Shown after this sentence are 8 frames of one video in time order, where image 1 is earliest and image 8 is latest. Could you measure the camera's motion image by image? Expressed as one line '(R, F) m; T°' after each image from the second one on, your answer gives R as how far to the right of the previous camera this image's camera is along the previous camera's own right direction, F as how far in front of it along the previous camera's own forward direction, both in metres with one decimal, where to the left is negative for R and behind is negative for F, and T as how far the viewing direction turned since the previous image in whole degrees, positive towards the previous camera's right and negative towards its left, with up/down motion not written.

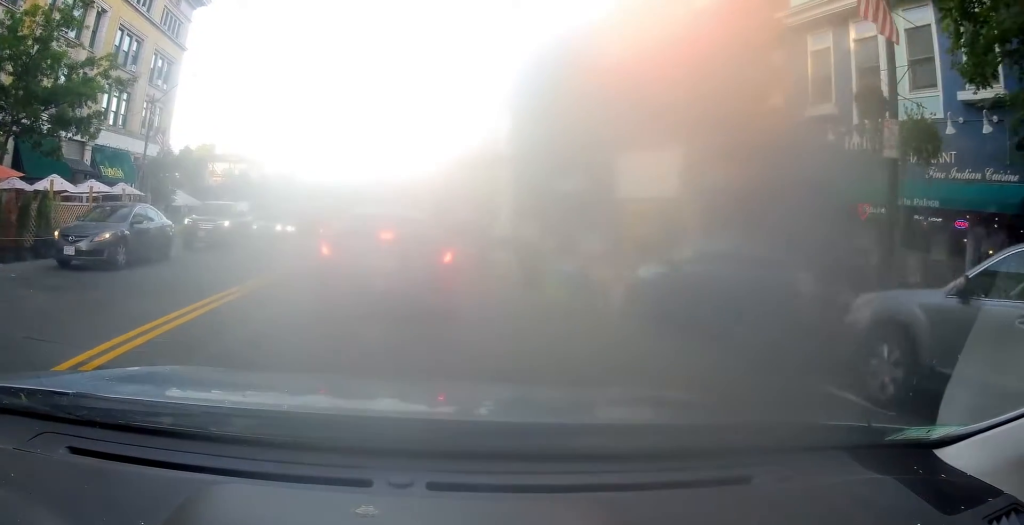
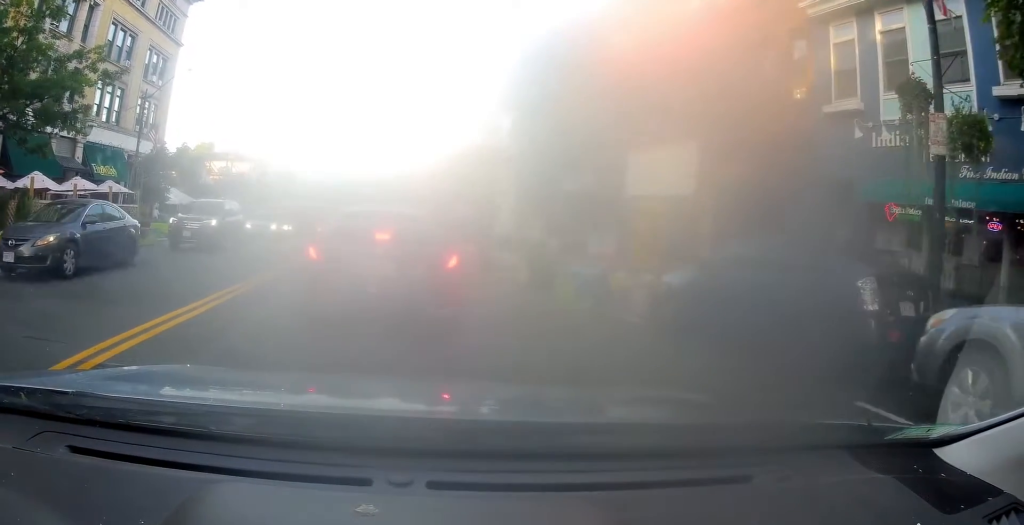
(-0.2, +0.5) m; 0°
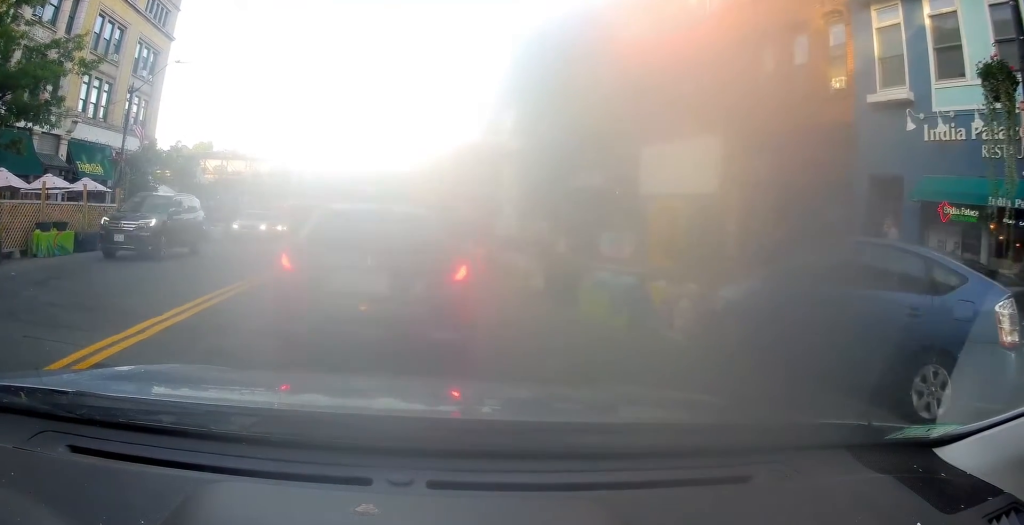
(-0.1, +0.6) m; 0°
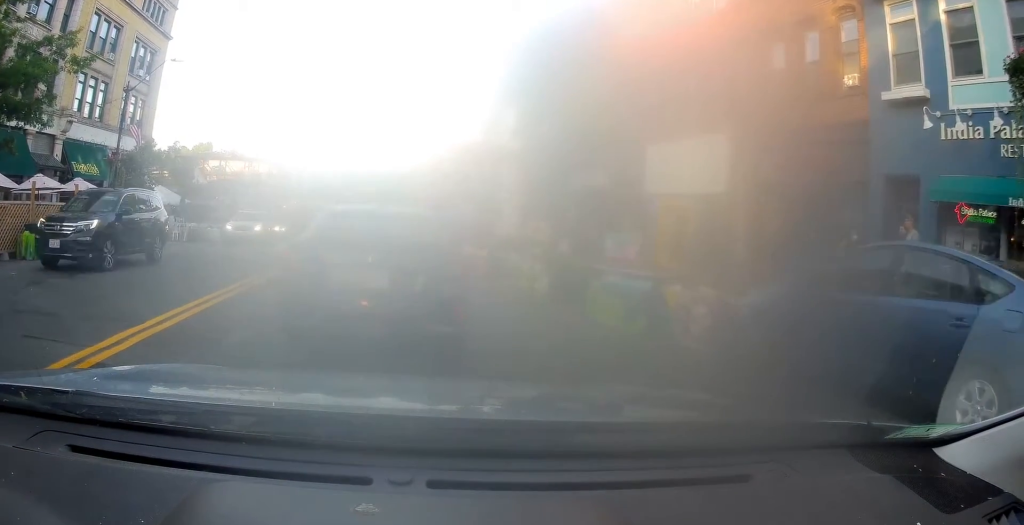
(+0.2, +0.3) m; 0°
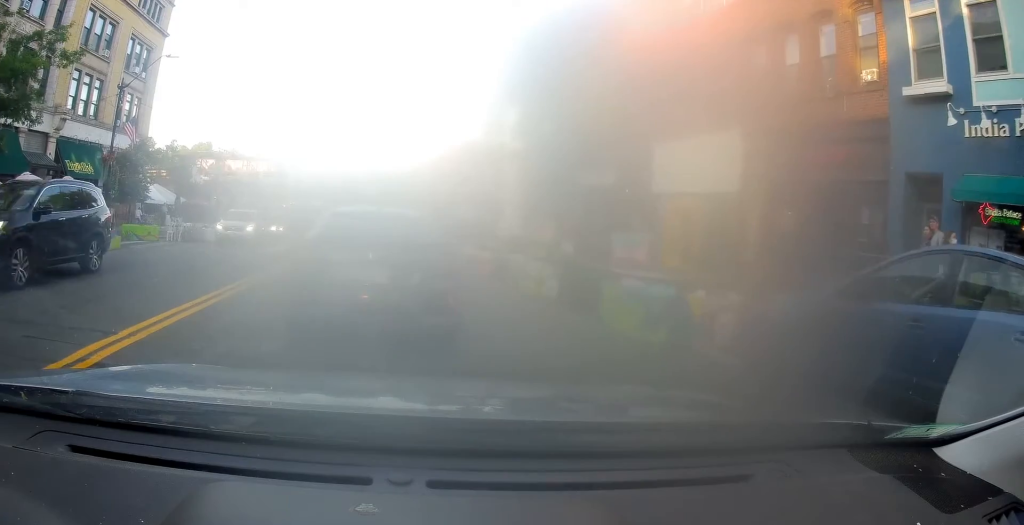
(+0.2, +0.4) m; 0°
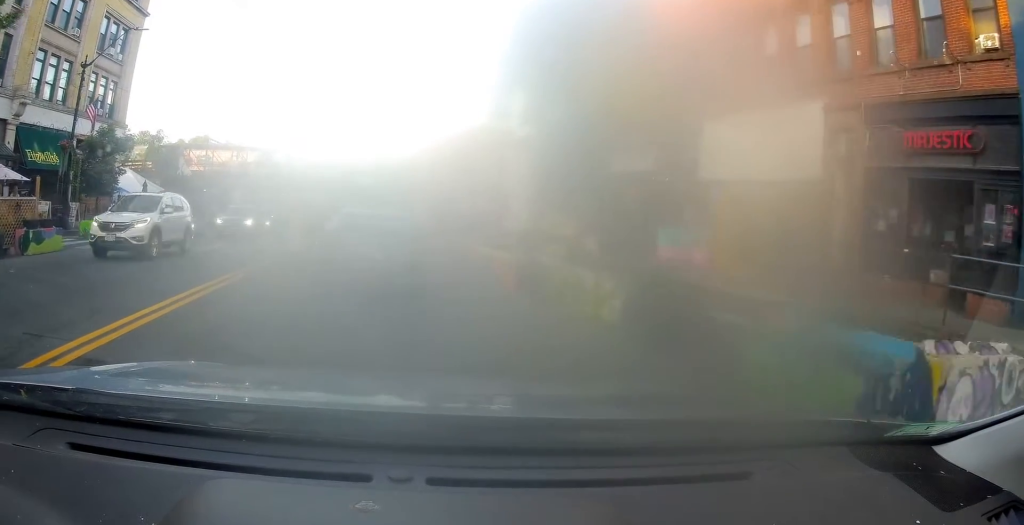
(+0.6, +4.0) m; +5°
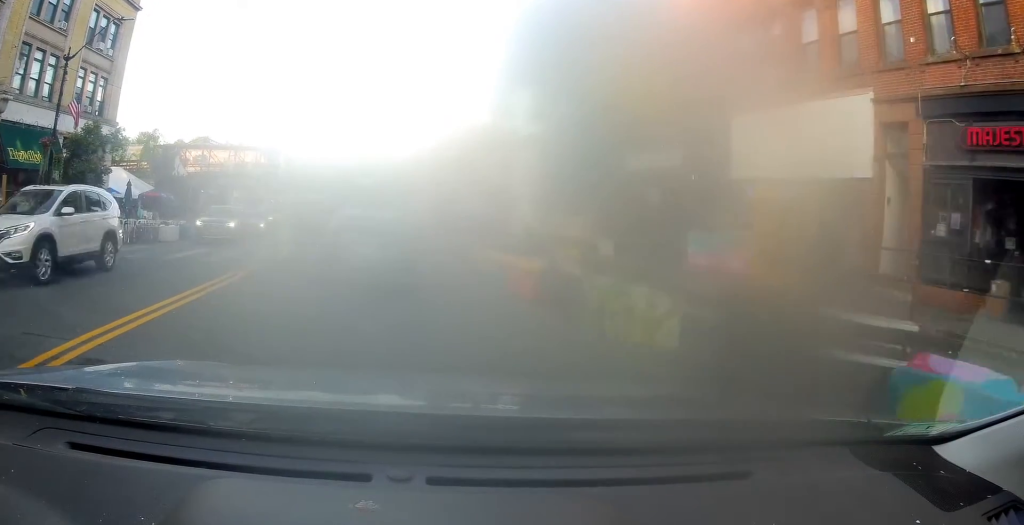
(+0.1, +2.1) m; -4°
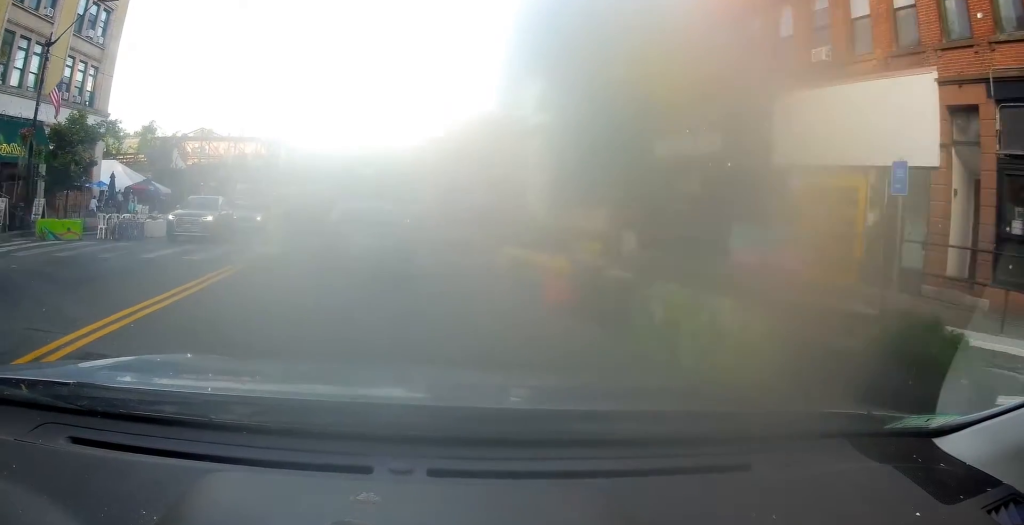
(-0.2, +2.7) m; 0°
